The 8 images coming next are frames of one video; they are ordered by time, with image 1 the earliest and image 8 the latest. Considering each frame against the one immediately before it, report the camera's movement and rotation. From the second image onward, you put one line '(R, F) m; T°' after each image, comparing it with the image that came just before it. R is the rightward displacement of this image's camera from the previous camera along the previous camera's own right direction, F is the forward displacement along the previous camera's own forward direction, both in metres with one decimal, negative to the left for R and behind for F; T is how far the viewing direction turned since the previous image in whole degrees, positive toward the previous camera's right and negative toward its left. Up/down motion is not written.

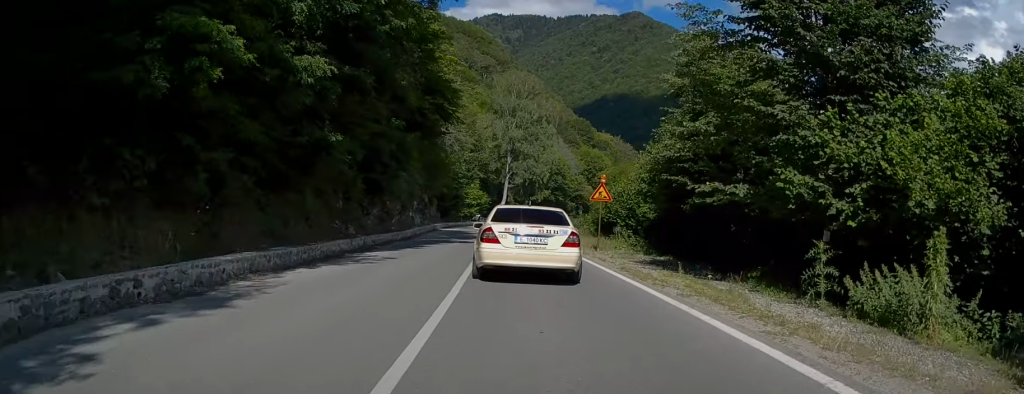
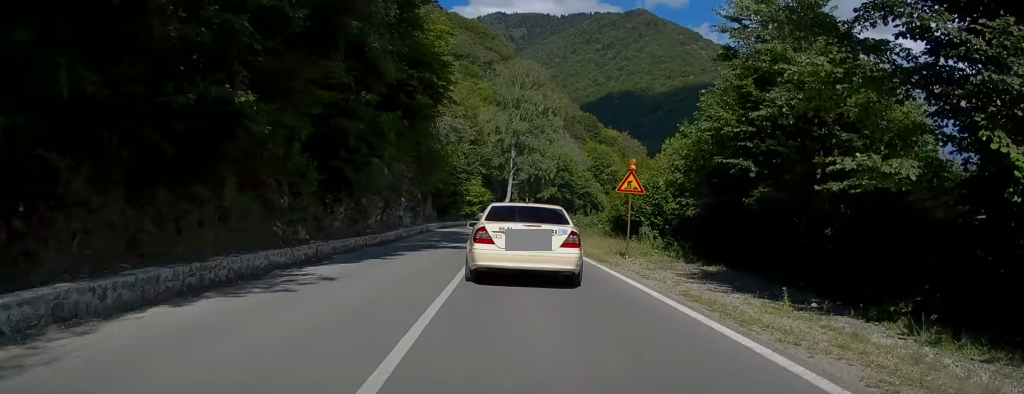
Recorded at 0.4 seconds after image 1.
(-0.1, +6.1) m; -1°
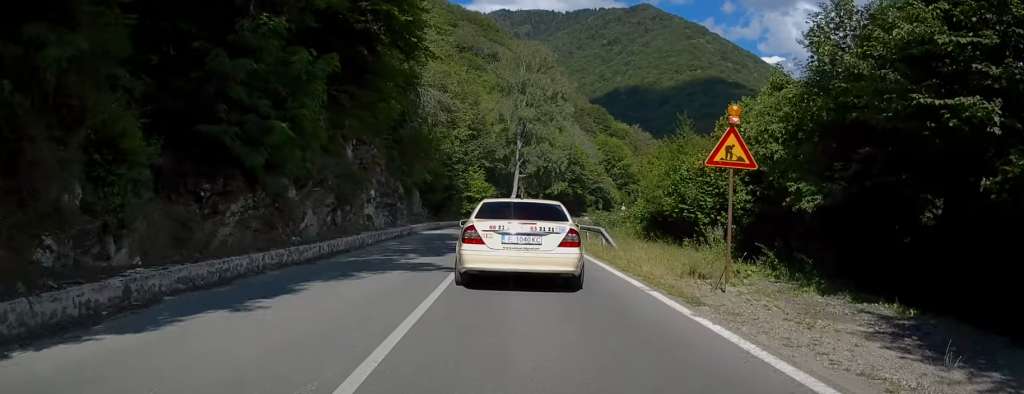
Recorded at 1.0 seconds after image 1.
(-0.1, +9.3) m; -1°
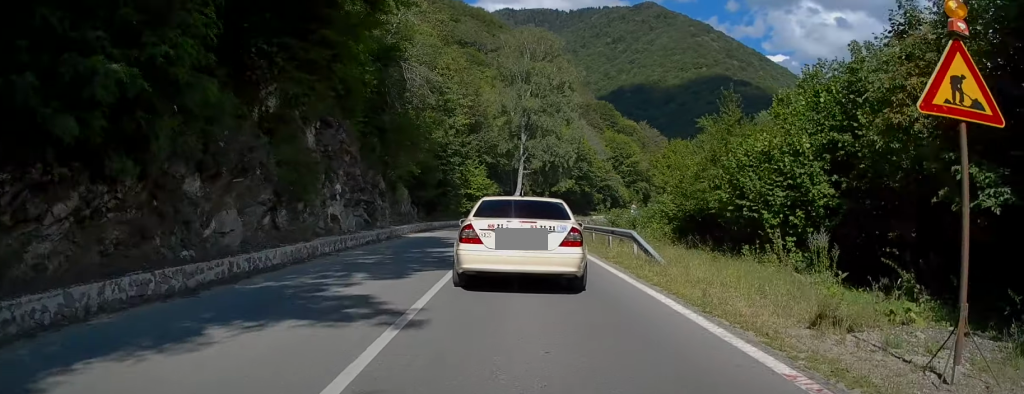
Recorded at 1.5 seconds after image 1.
(0.0, +6.1) m; -1°
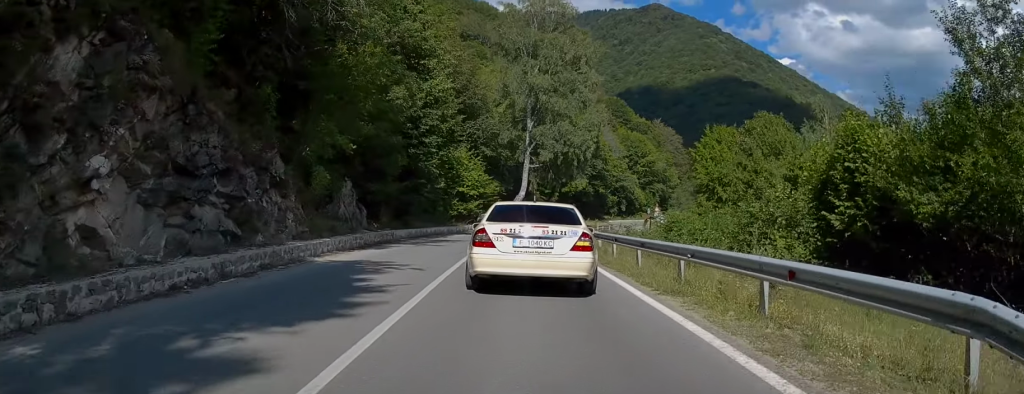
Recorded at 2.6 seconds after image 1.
(-0.2, +14.0) m; 0°
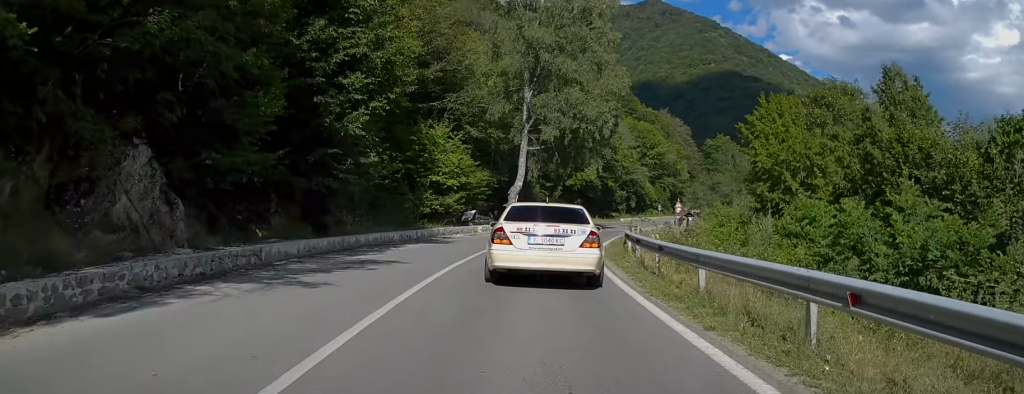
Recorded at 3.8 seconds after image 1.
(+0.3, +13.6) m; +1°
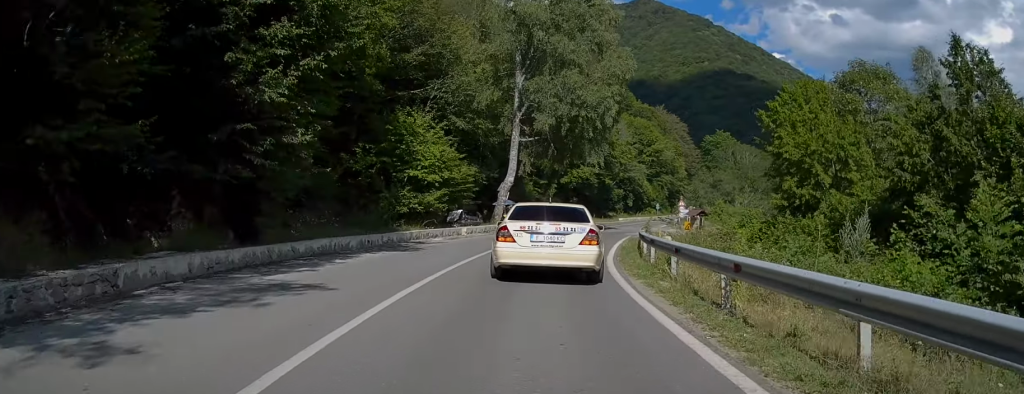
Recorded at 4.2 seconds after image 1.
(-0.1, +4.9) m; +1°
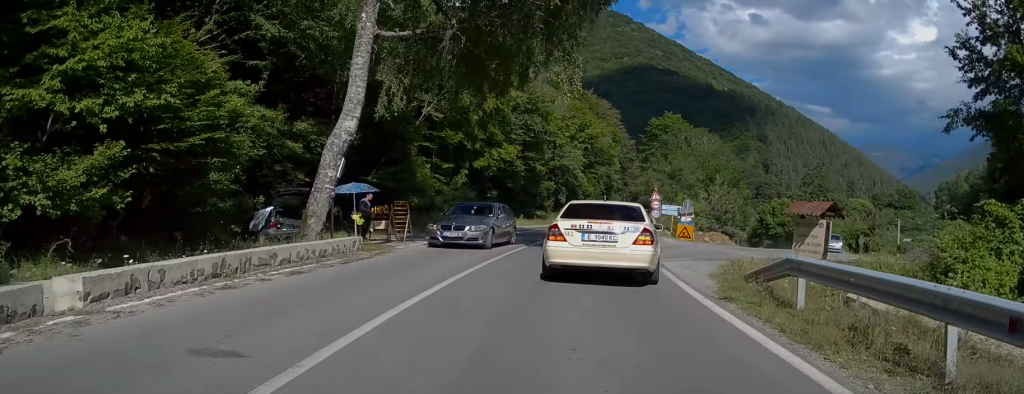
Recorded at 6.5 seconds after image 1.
(+1.0, +23.4) m; +8°
